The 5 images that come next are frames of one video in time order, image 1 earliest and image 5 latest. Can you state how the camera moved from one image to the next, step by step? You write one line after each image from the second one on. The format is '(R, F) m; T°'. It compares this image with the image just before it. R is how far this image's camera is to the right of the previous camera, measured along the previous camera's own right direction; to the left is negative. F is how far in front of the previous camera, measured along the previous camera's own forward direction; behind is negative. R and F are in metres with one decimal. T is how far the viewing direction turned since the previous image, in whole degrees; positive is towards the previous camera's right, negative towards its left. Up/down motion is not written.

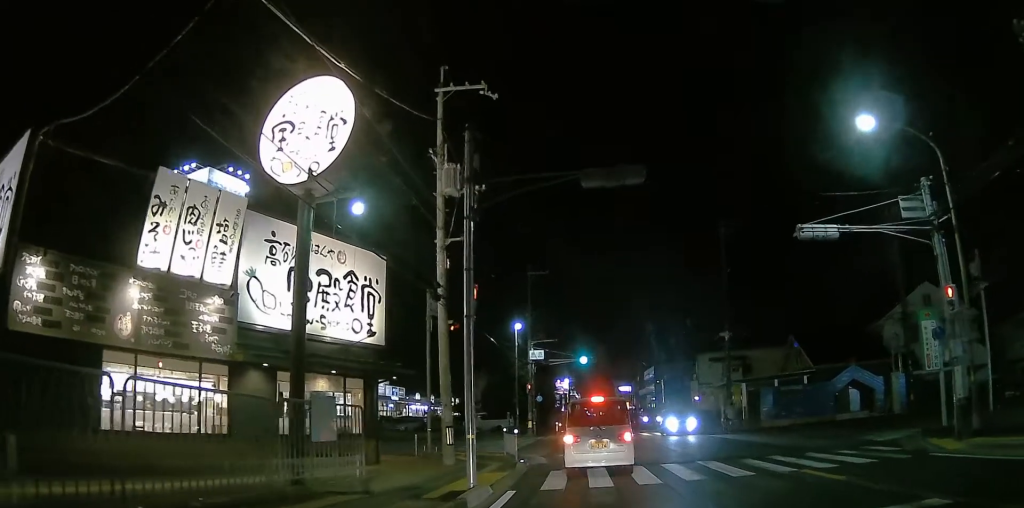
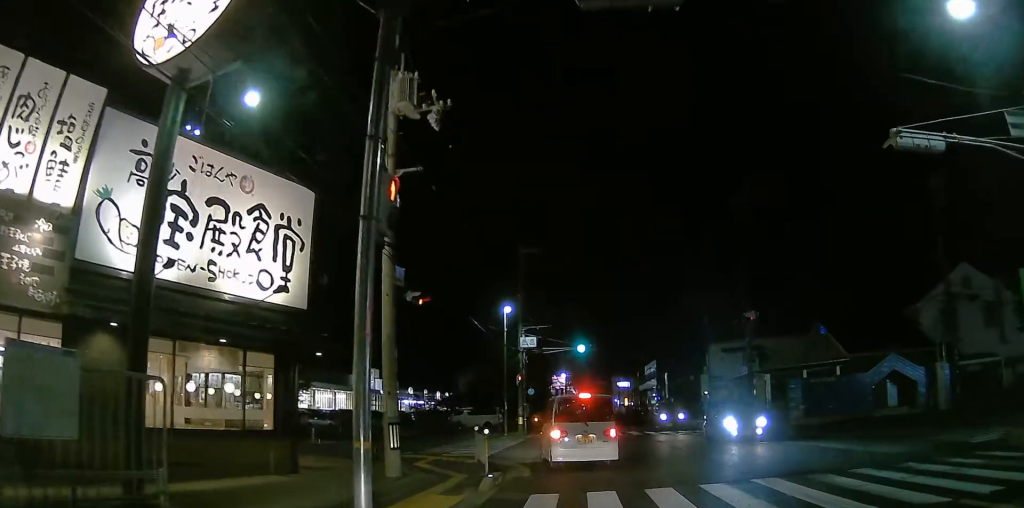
(+0.2, +0.9) m; +11°
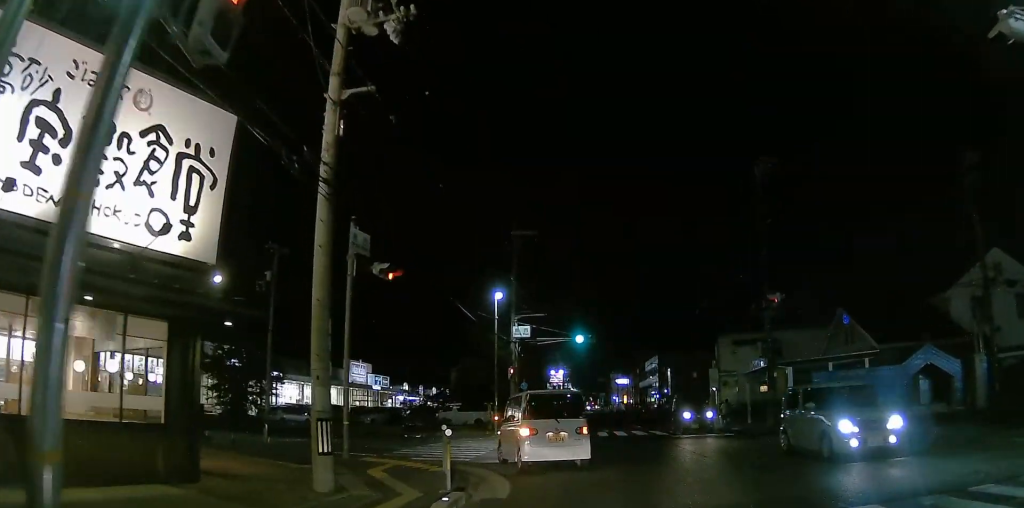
(+0.2, +3.1) m; +6°
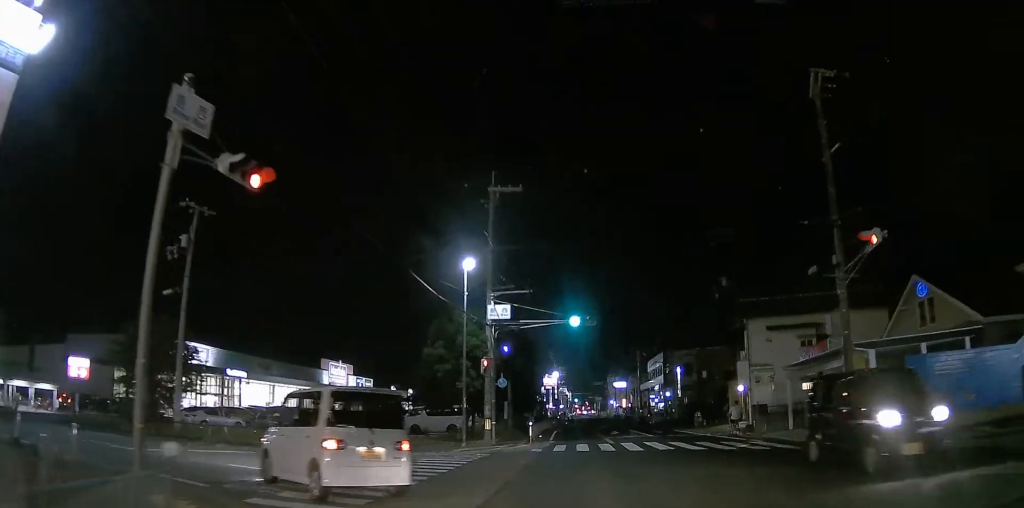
(+0.6, +8.4) m; +5°
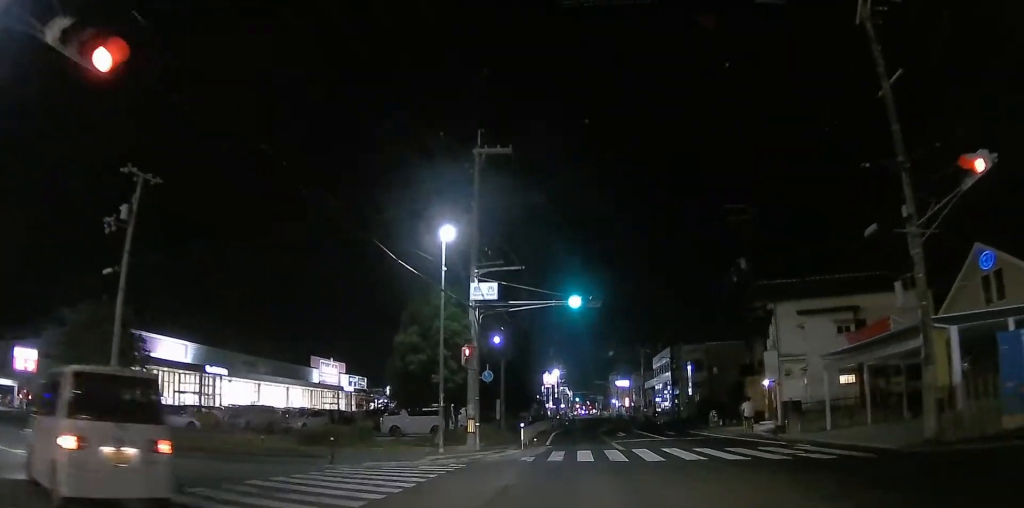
(0.0, +4.6) m; -3°
